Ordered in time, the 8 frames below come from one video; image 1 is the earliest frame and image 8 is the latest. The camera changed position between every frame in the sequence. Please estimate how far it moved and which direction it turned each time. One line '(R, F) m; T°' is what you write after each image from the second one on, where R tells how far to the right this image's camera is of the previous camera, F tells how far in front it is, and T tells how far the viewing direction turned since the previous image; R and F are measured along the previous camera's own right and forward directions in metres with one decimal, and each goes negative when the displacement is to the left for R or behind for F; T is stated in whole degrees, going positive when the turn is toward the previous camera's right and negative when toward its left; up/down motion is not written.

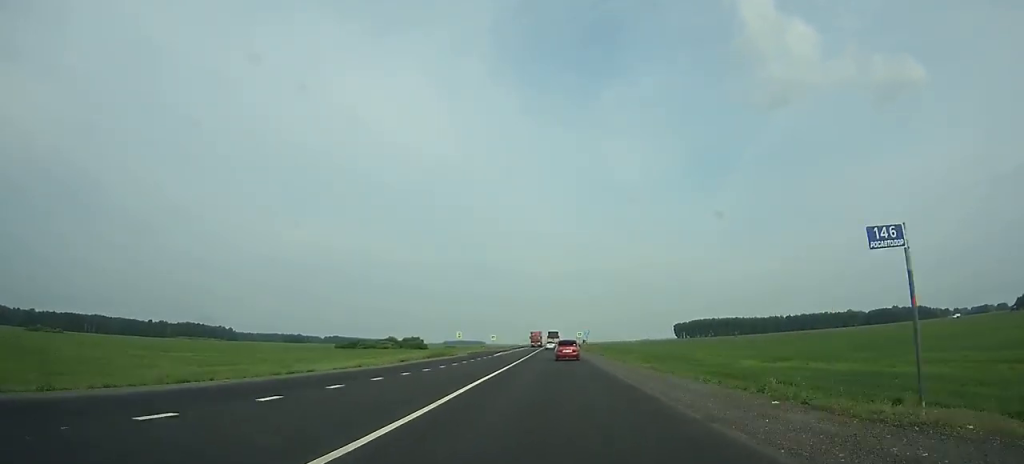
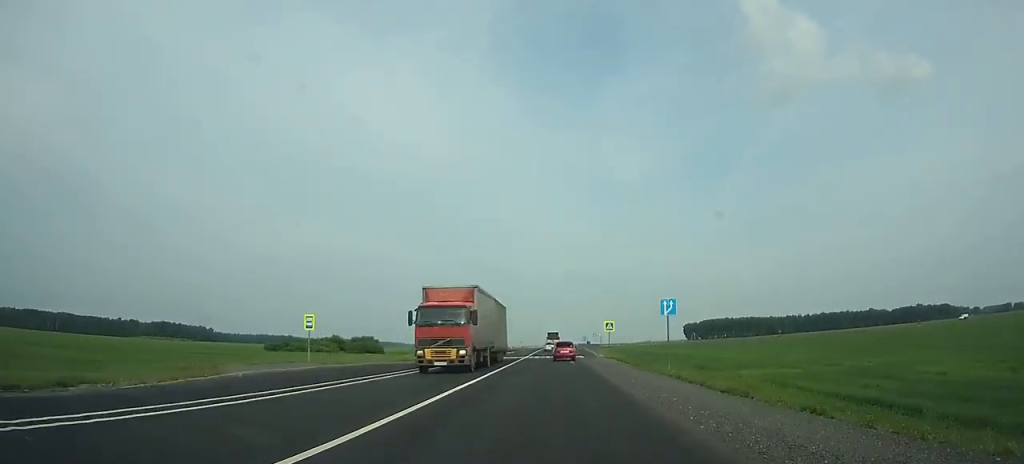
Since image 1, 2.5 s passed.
(0.0, +64.3) m; 0°
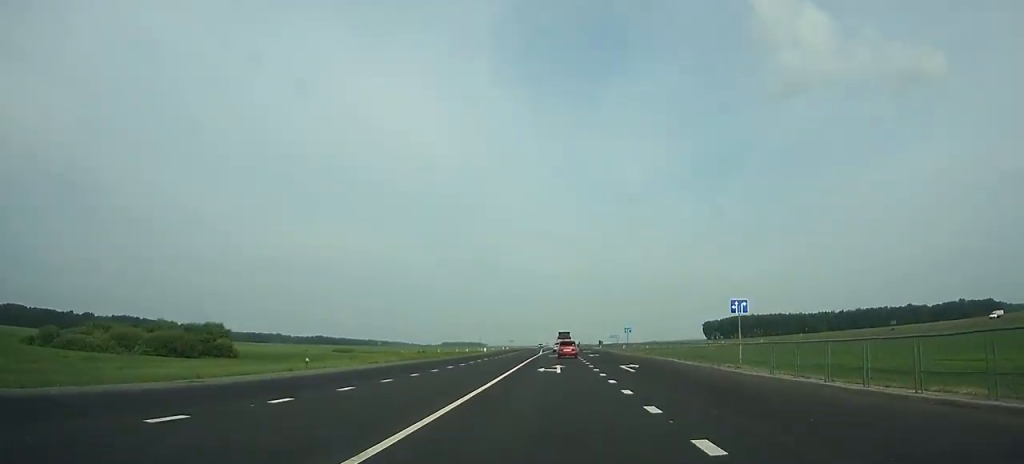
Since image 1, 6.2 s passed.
(-0.1, +94.6) m; 0°
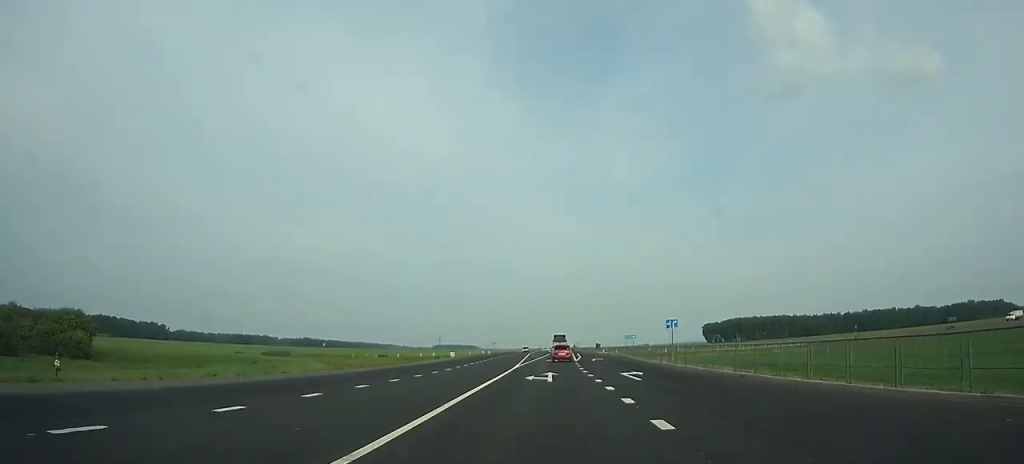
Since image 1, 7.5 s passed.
(-0.2, +34.0) m; 0°
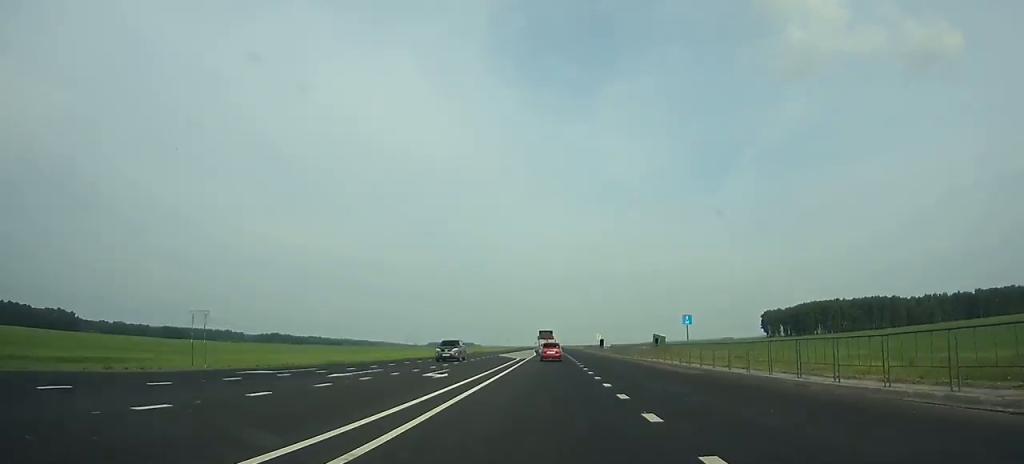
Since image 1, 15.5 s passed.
(+0.2, +203.1) m; -1°
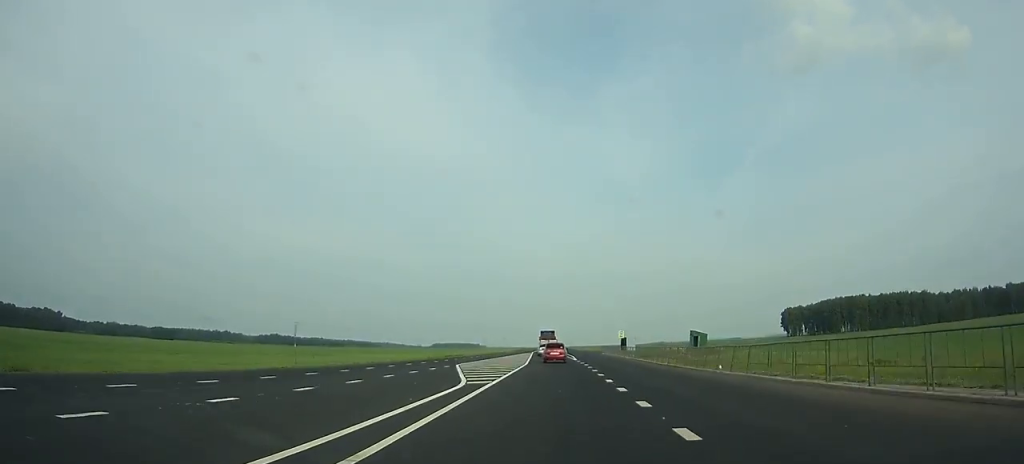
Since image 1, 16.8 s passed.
(0.0, +31.7) m; 0°
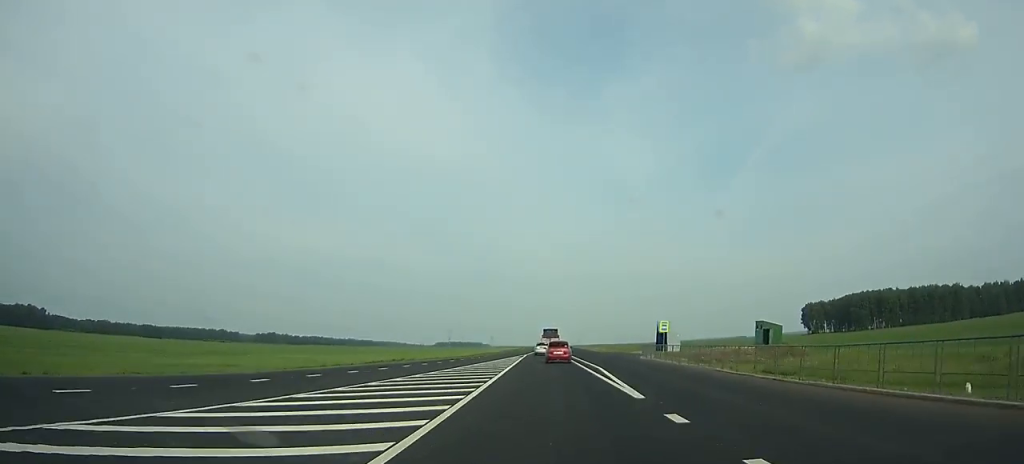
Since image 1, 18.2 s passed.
(-0.2, +33.4) m; 0°
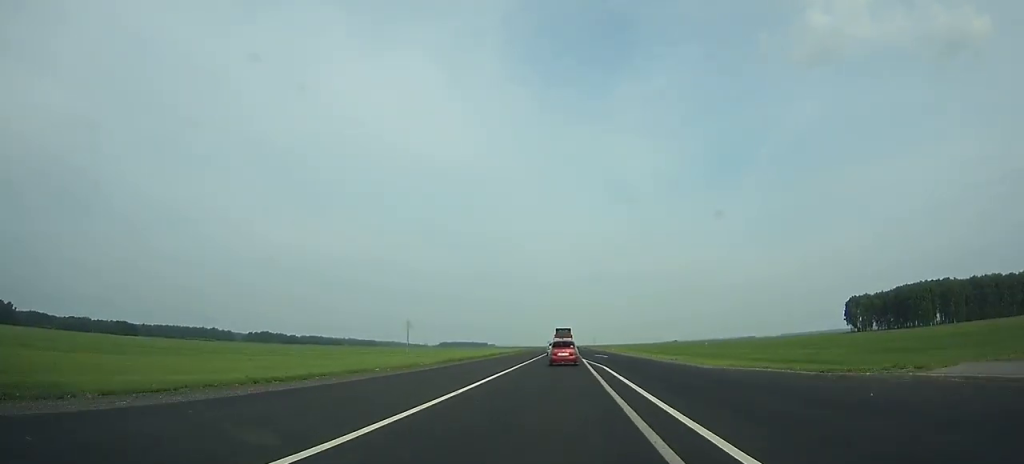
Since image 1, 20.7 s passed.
(-0.2, +60.6) m; 0°
